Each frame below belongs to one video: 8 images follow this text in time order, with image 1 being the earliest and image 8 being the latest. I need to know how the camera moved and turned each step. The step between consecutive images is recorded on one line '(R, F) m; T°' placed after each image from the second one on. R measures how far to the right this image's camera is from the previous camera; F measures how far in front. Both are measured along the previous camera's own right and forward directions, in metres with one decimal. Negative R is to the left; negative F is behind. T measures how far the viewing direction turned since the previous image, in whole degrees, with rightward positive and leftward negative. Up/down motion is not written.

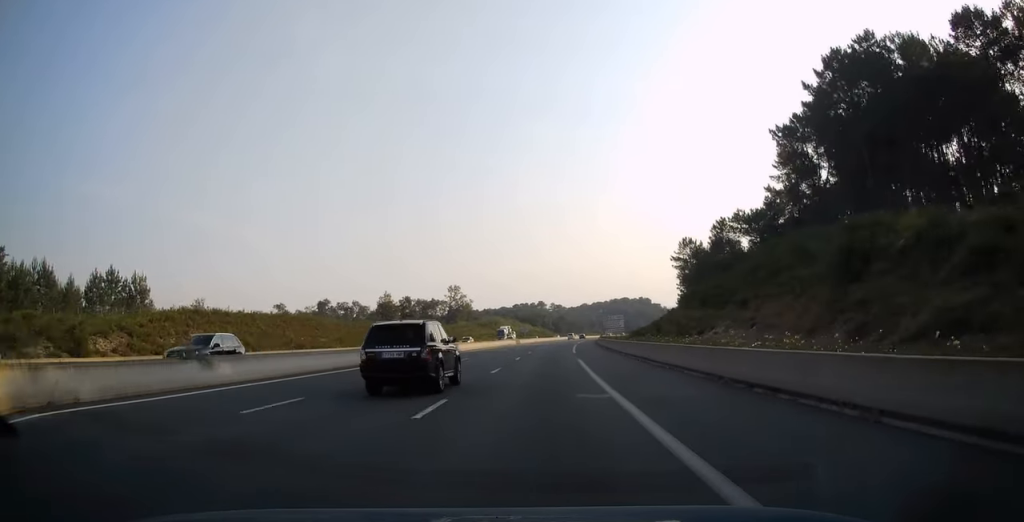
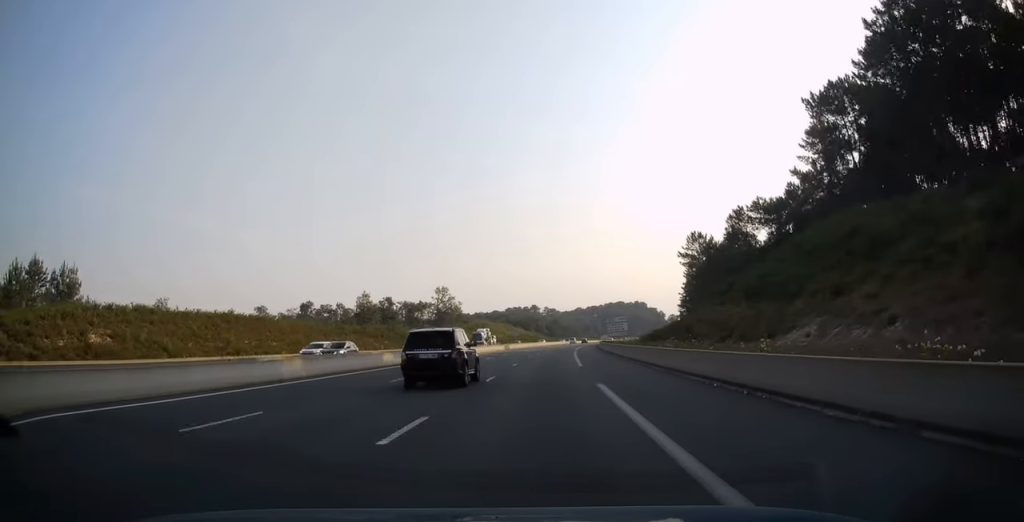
(+0.1, +15.2) m; +1°
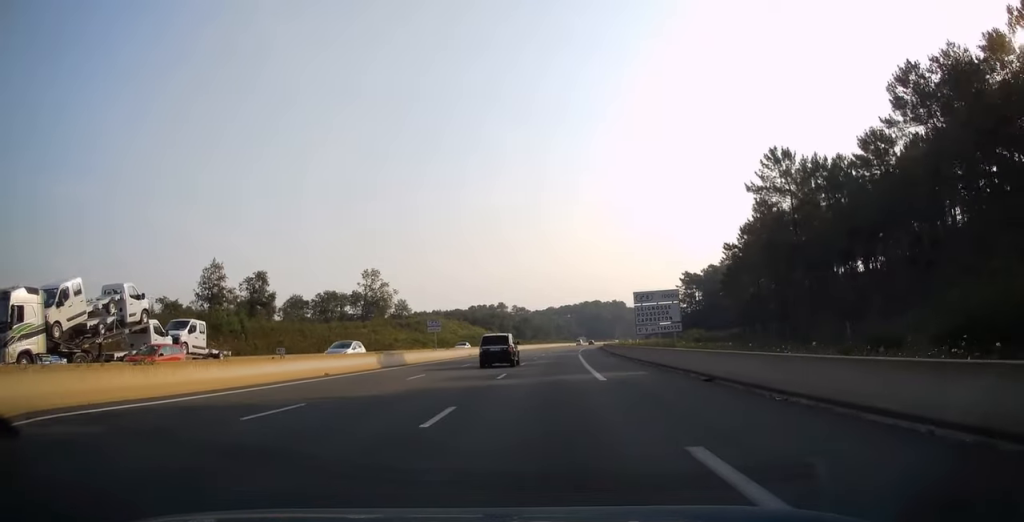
(+1.5, +63.2) m; +3°
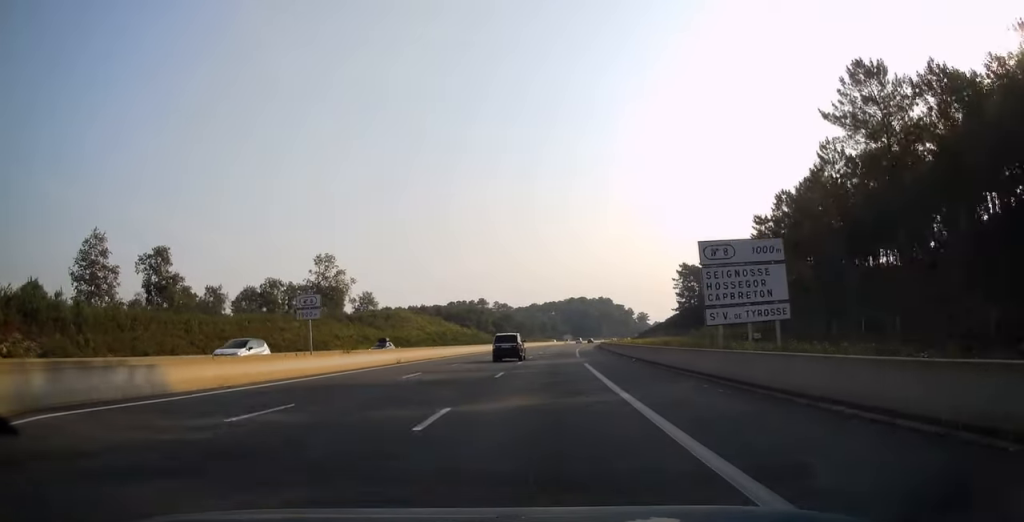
(+0.4, +26.5) m; +1°
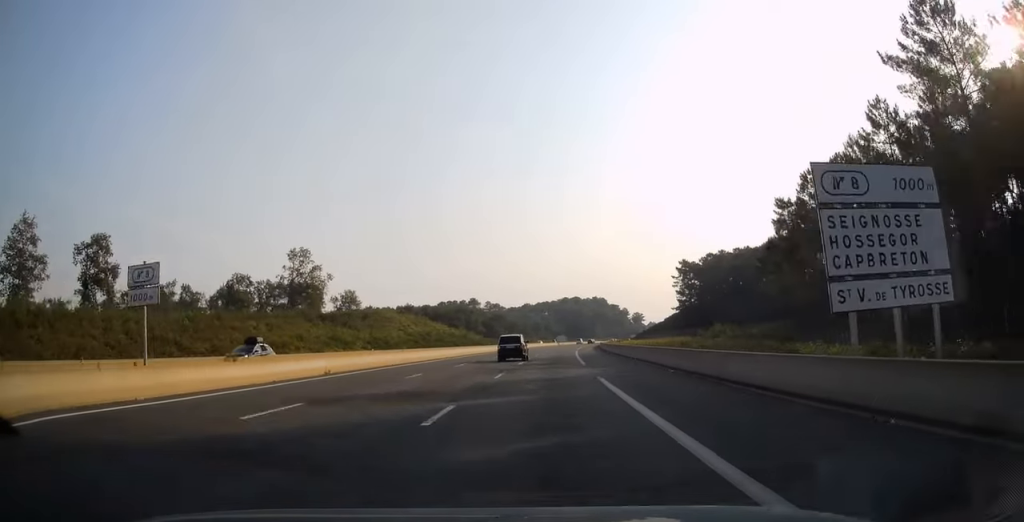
(0.0, +12.3) m; 0°
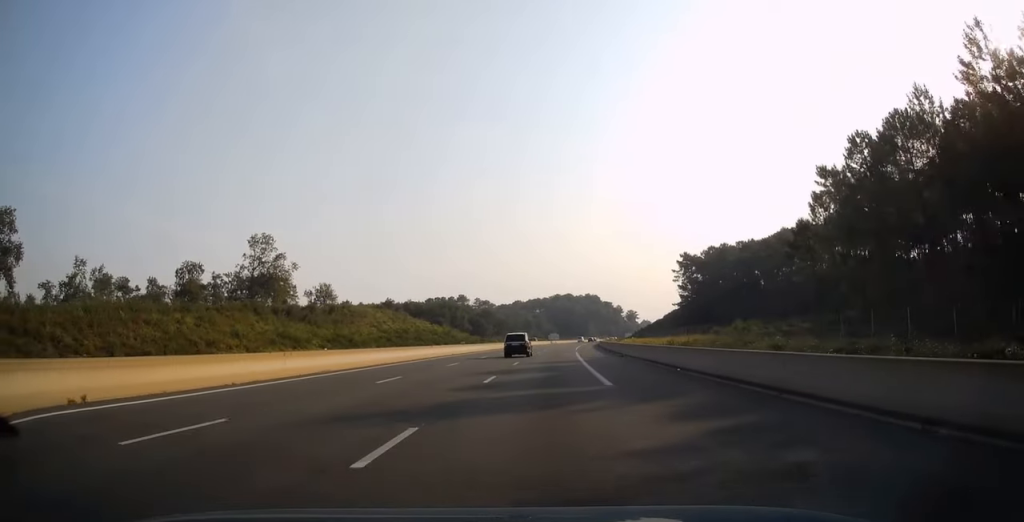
(+0.1, +16.2) m; +1°
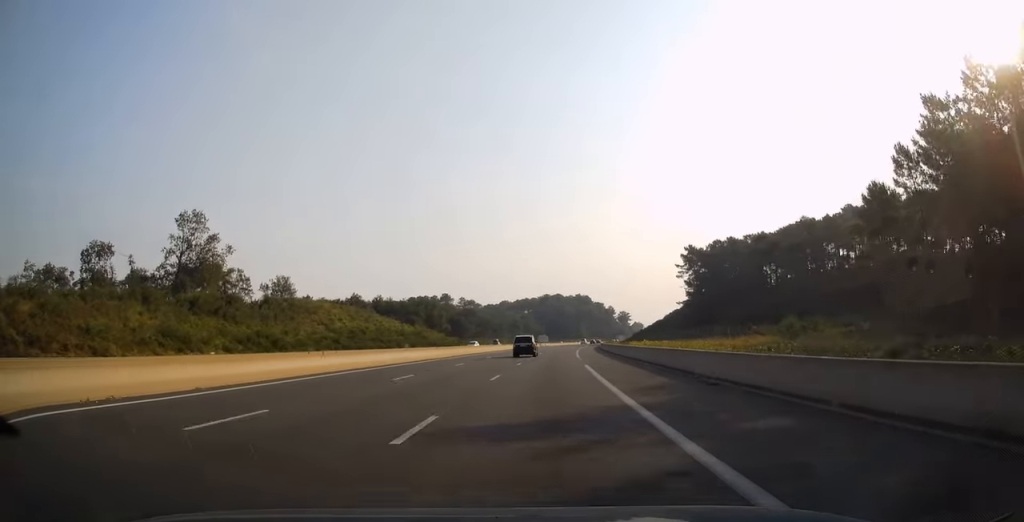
(+0.1, +24.1) m; +1°
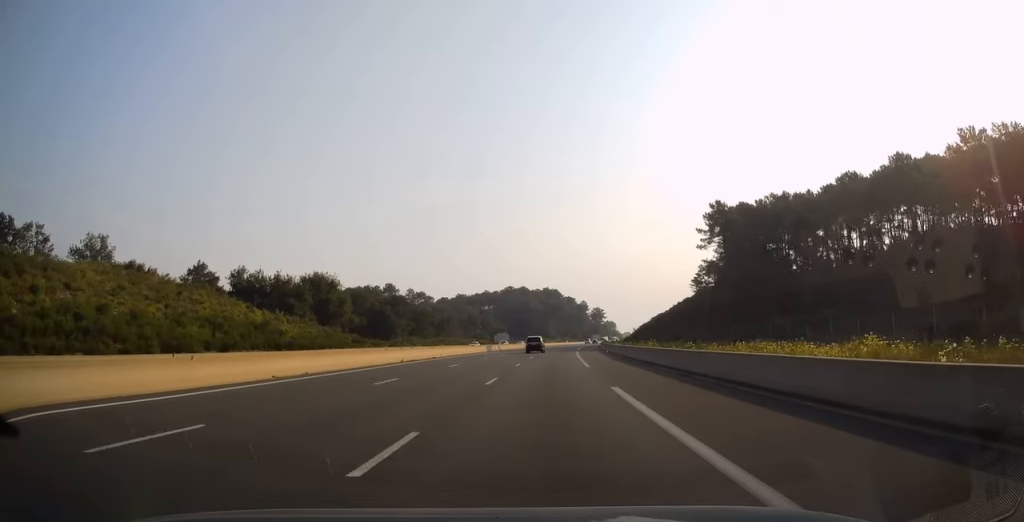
(+2.1, +66.5) m; +3°
